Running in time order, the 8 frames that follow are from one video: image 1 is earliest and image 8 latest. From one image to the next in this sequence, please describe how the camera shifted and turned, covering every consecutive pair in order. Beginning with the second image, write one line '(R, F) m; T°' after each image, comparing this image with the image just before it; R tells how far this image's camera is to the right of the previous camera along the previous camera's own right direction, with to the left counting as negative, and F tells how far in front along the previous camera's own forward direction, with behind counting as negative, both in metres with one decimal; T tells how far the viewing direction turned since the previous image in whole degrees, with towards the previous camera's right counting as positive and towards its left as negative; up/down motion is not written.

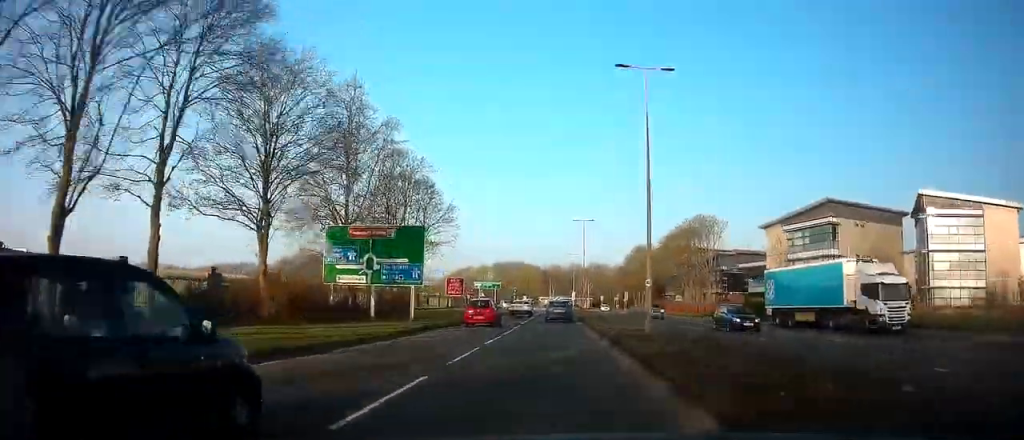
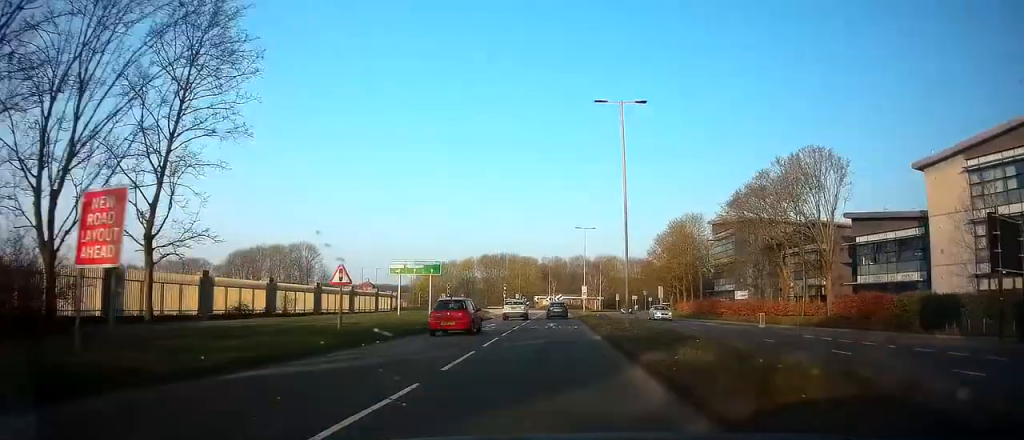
(-1.7, +37.1) m; -4°
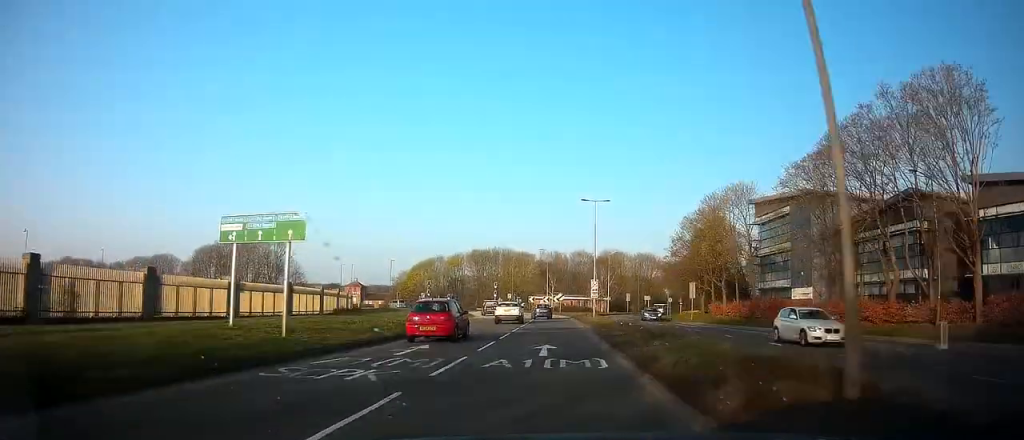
(-0.2, +19.2) m; -1°
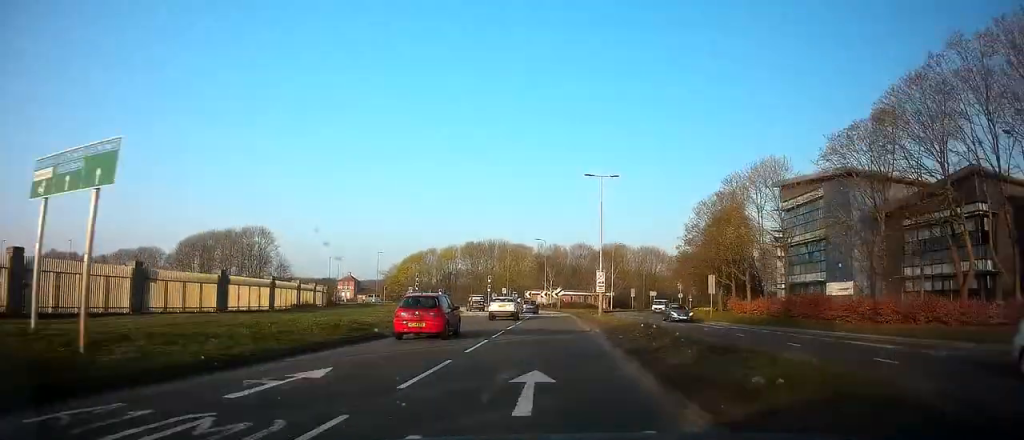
(0.0, +8.3) m; -1°
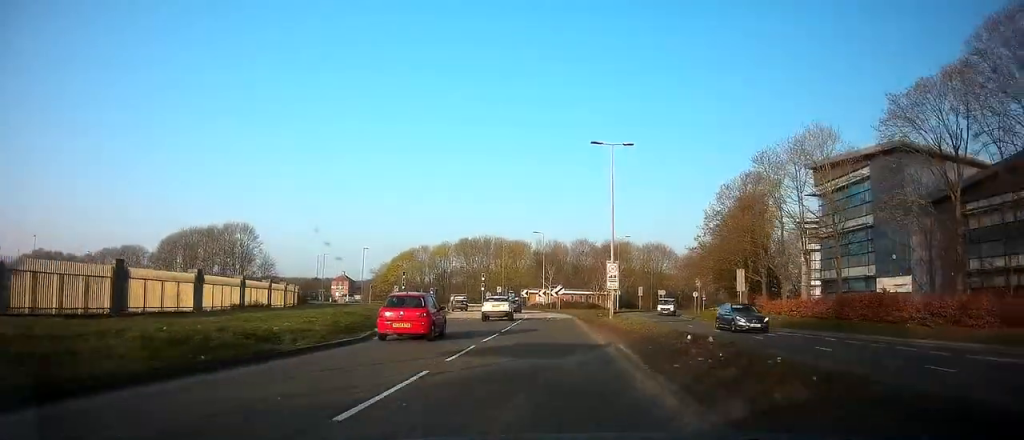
(0.0, +8.2) m; -1°
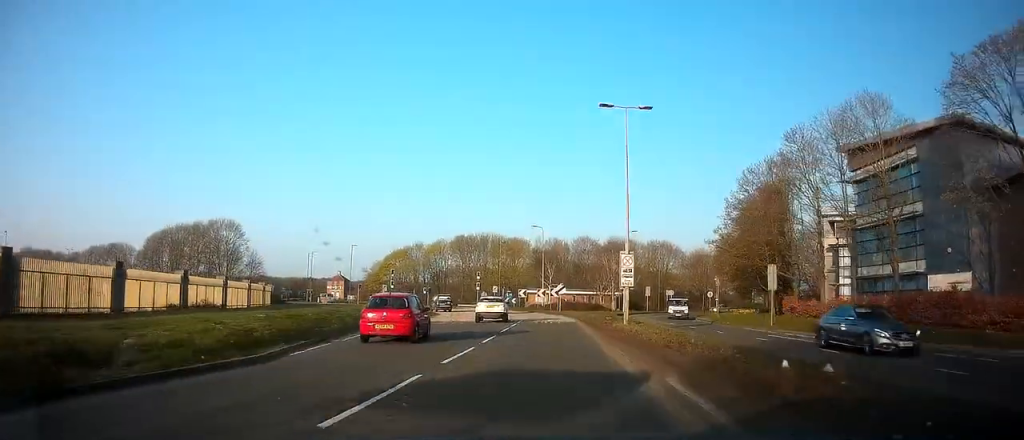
(0.0, +7.4) m; -1°
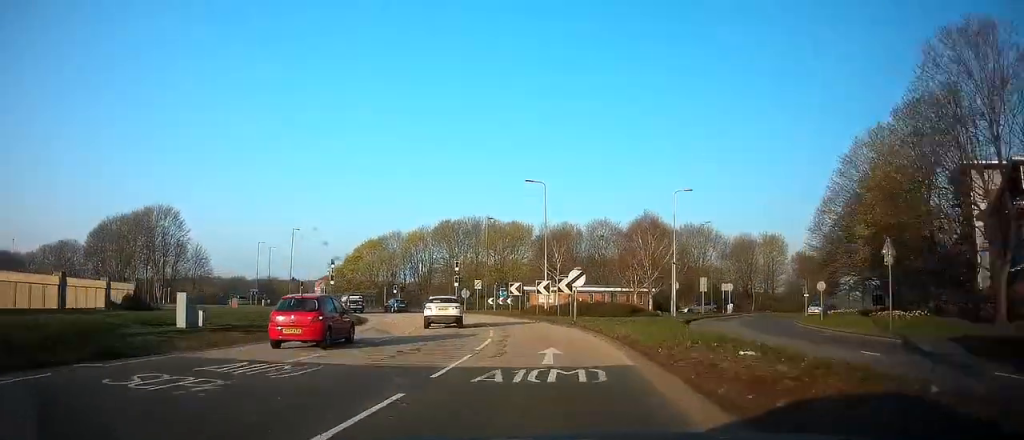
(-1.8, +26.1) m; -4°
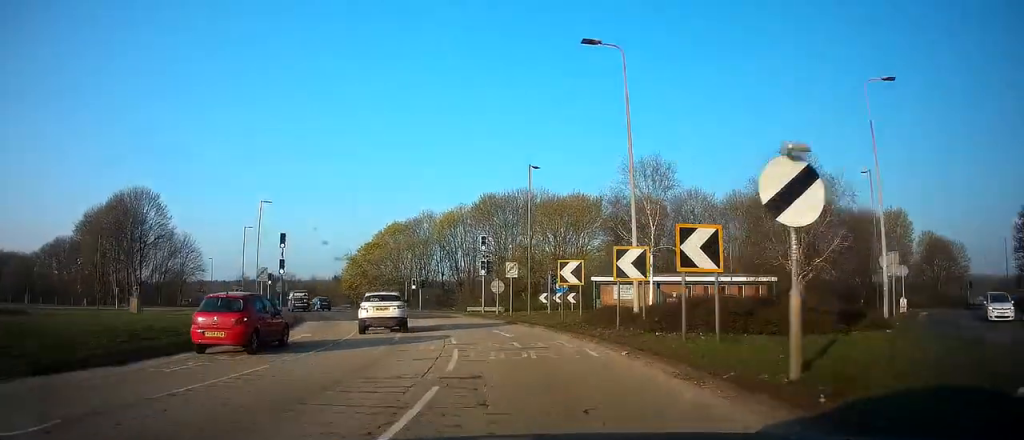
(+1.1, +24.0) m; -3°
